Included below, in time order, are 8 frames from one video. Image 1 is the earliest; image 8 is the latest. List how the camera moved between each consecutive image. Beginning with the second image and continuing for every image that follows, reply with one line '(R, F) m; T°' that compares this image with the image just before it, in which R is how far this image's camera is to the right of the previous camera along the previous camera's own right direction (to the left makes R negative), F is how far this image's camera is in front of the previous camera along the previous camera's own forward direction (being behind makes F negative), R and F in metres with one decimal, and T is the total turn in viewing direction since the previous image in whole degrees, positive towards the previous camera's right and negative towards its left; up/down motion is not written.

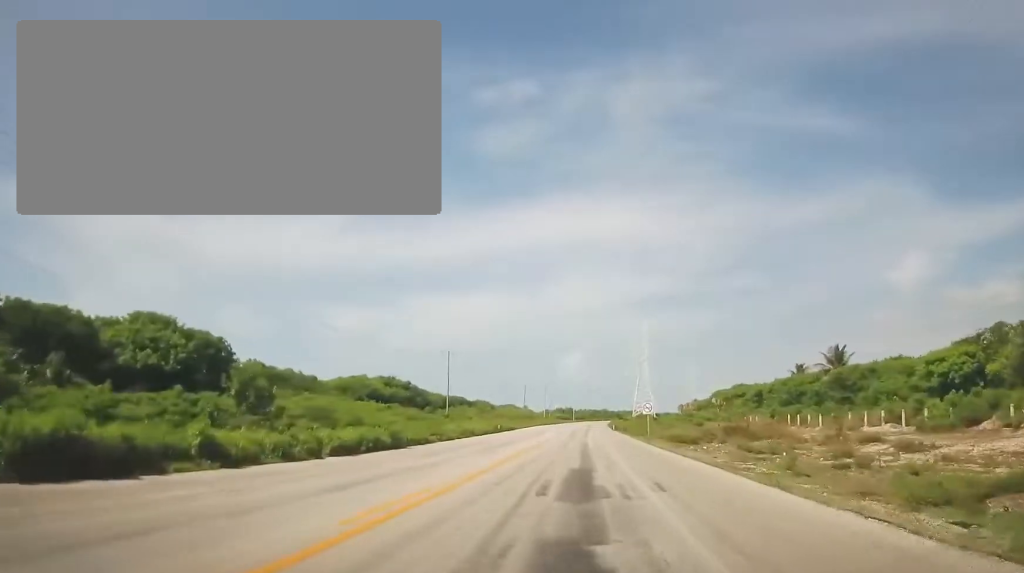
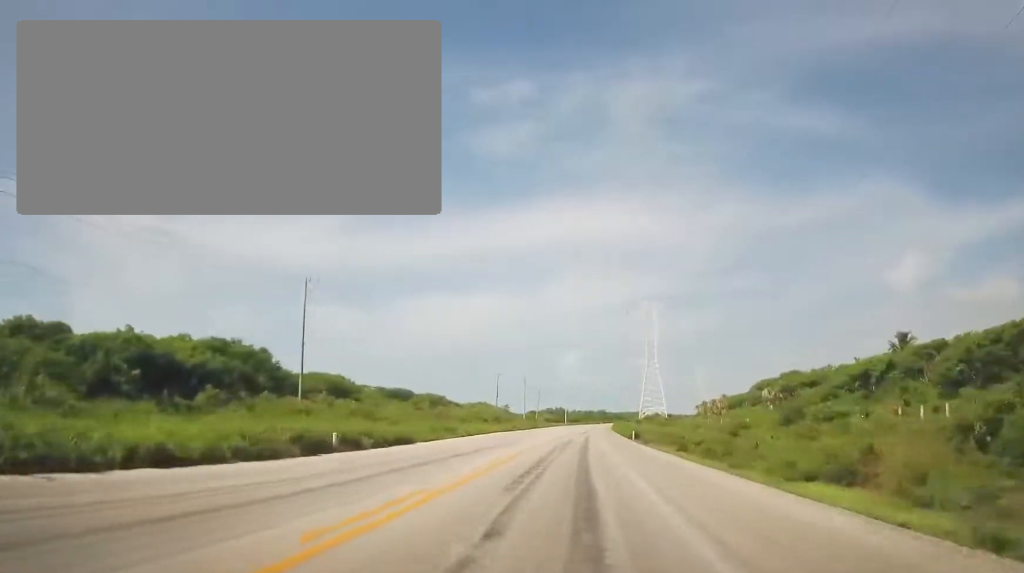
(-0.7, +43.0) m; +1°
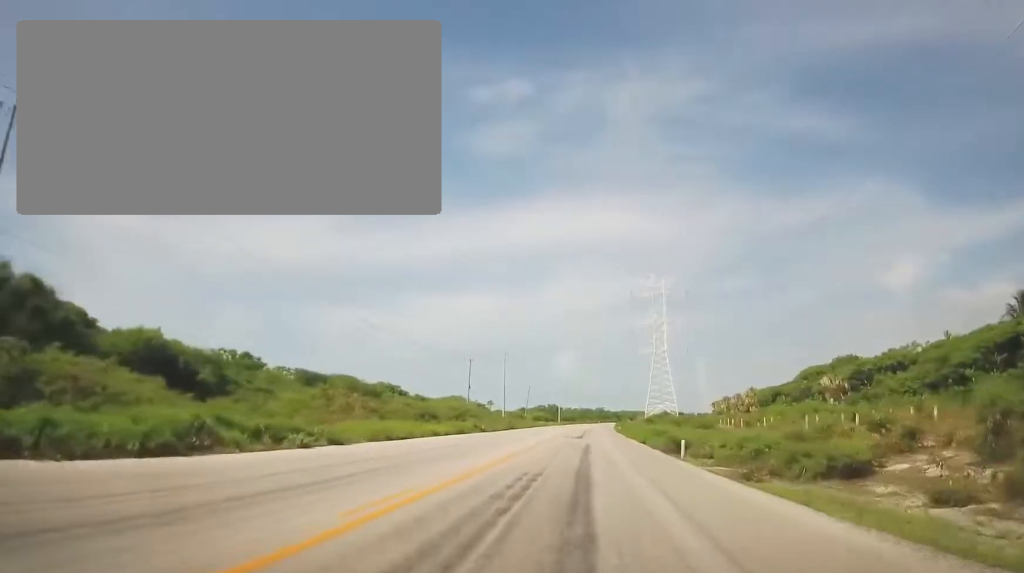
(+0.6, +26.0) m; +2°
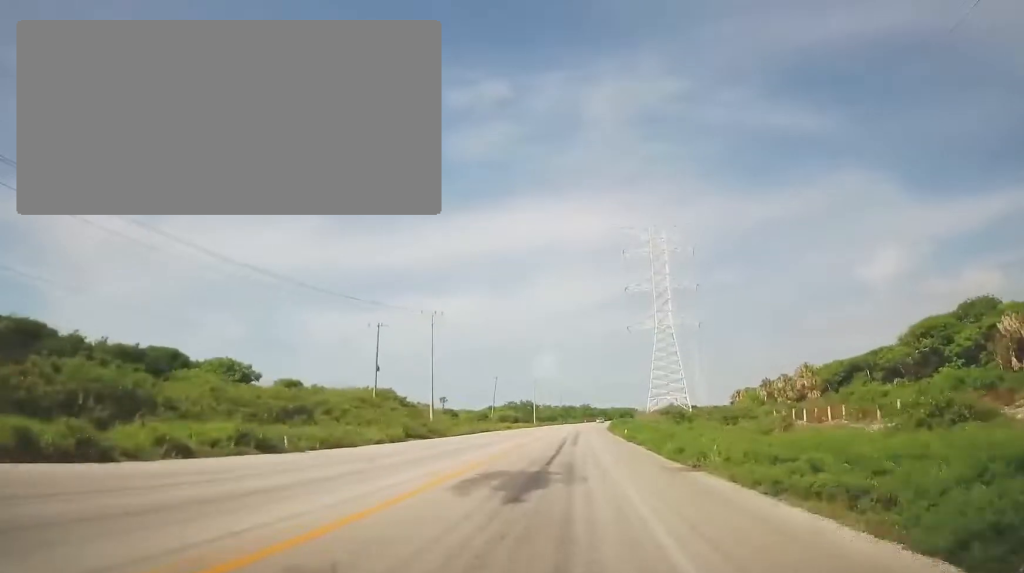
(+0.8, +36.1) m; +1°
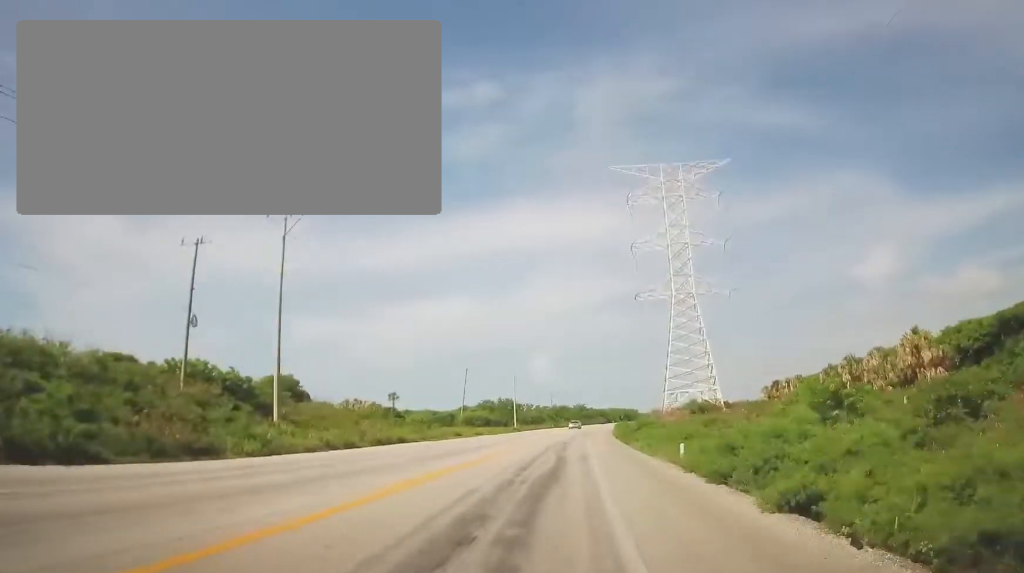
(-0.5, +29.0) m; -1°
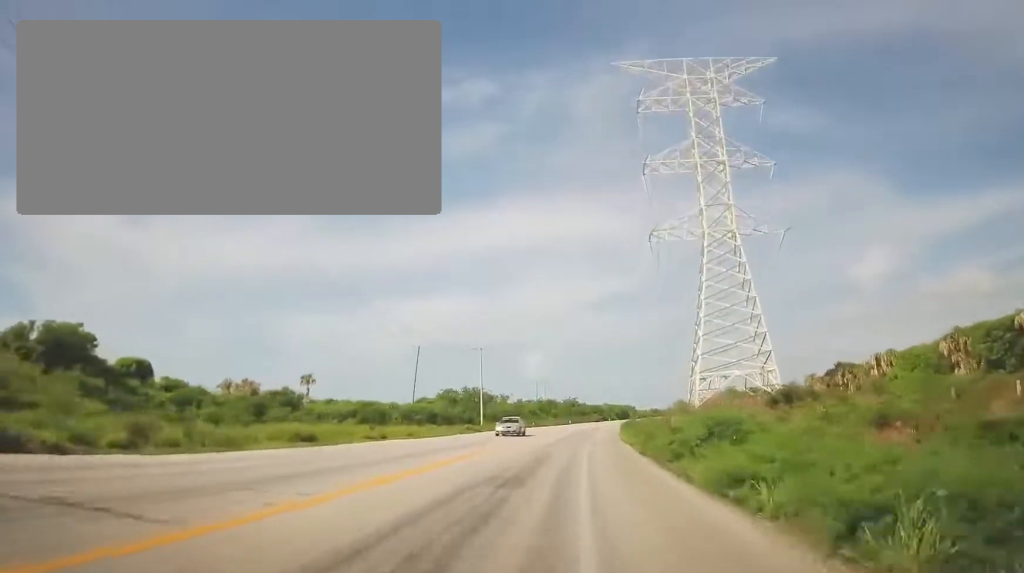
(+0.2, +27.1) m; +1°
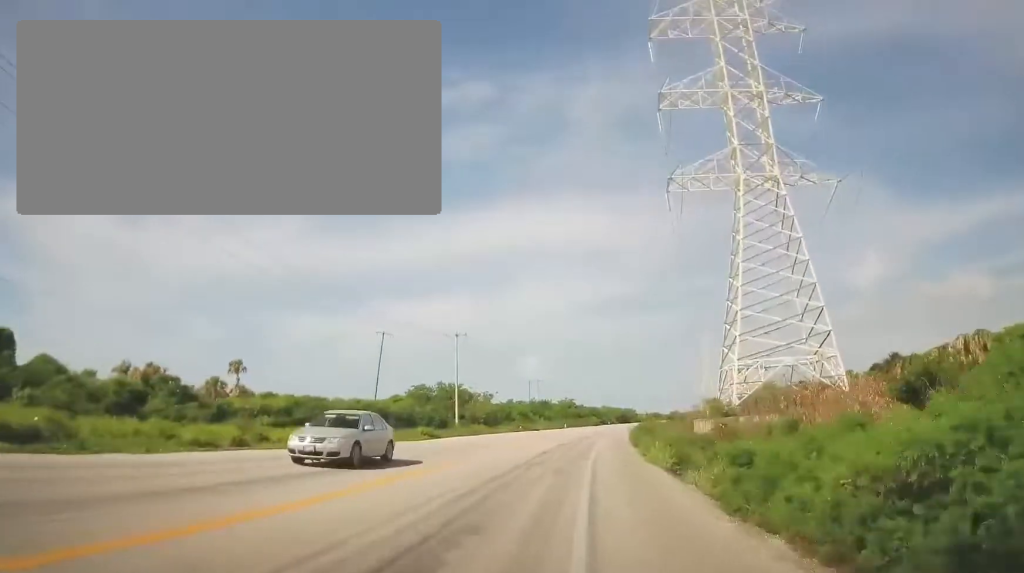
(+0.2, +14.0) m; 0°
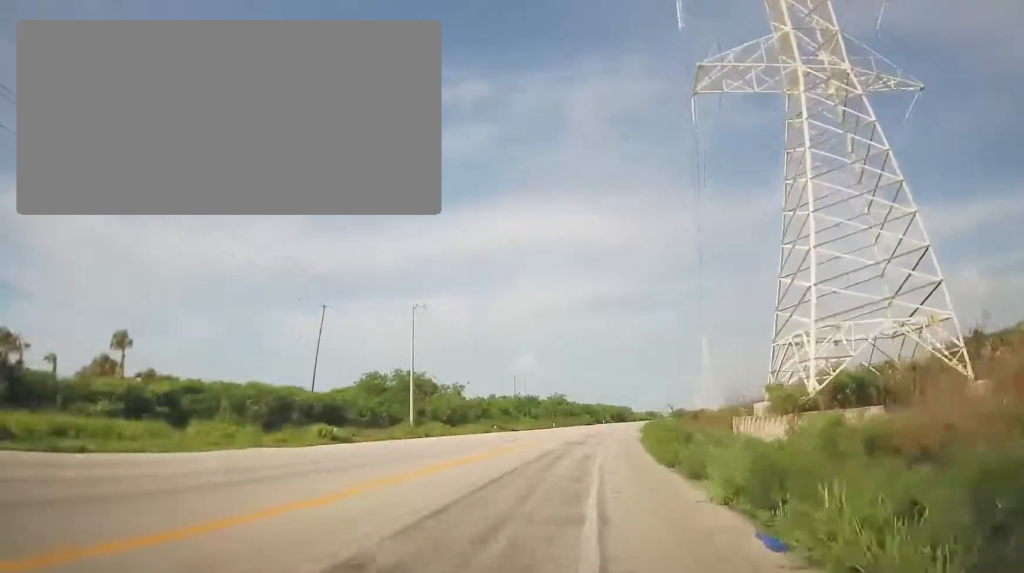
(+0.1, +14.4) m; 0°
